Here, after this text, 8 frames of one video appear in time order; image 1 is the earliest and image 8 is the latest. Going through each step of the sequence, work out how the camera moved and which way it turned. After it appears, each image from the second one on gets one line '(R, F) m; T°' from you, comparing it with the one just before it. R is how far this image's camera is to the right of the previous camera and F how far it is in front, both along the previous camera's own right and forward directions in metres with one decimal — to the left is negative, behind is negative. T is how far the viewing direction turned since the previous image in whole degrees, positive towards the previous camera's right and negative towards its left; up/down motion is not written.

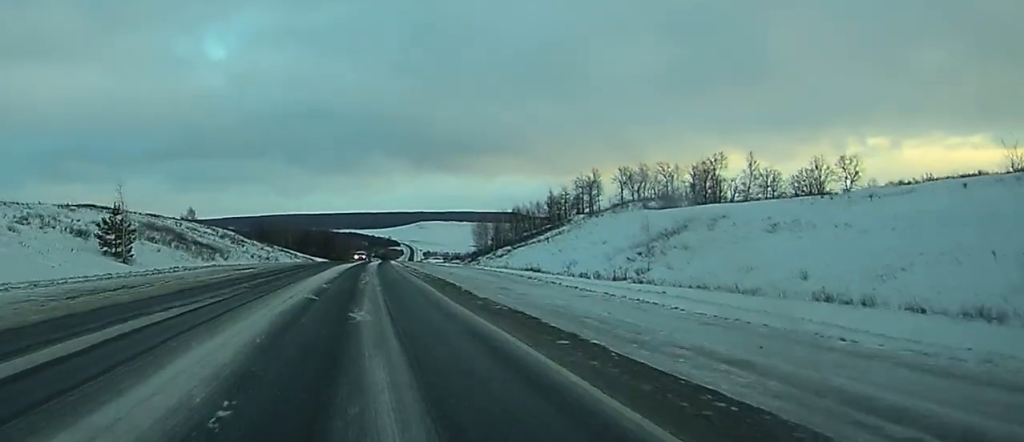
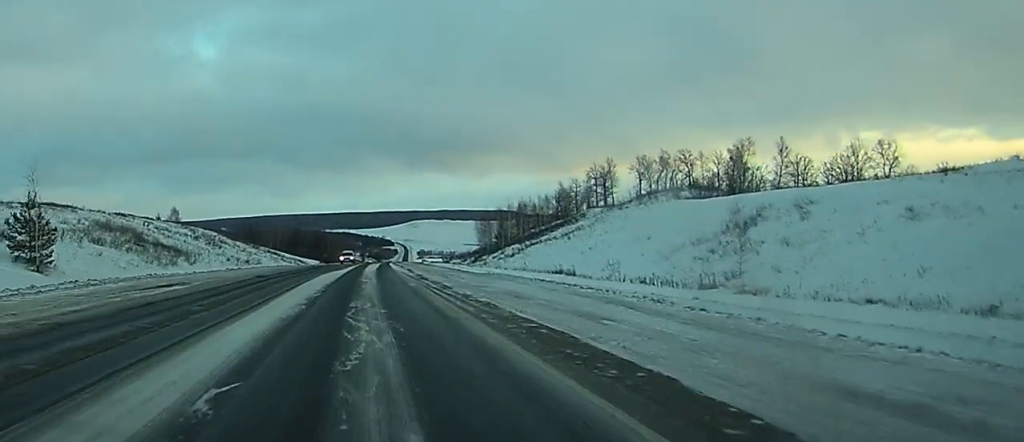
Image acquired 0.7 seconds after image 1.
(+0.1, +19.7) m; +1°
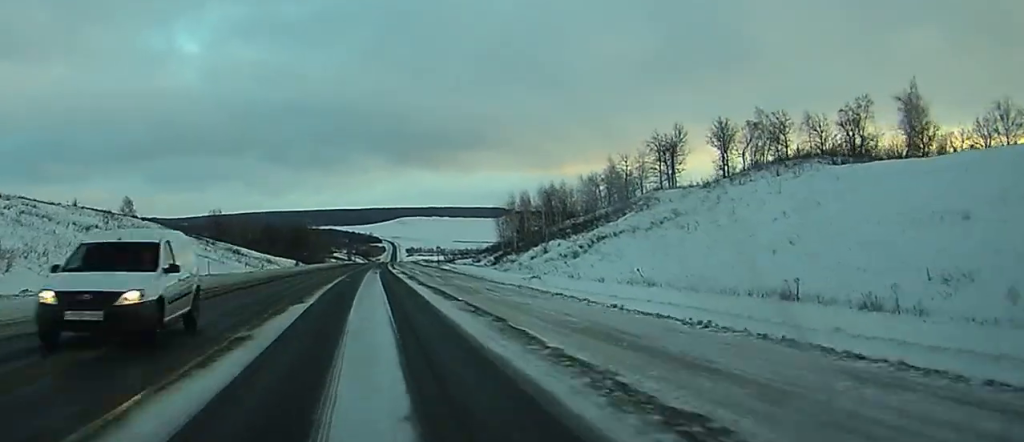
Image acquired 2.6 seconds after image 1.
(+0.6, +52.5) m; +1°
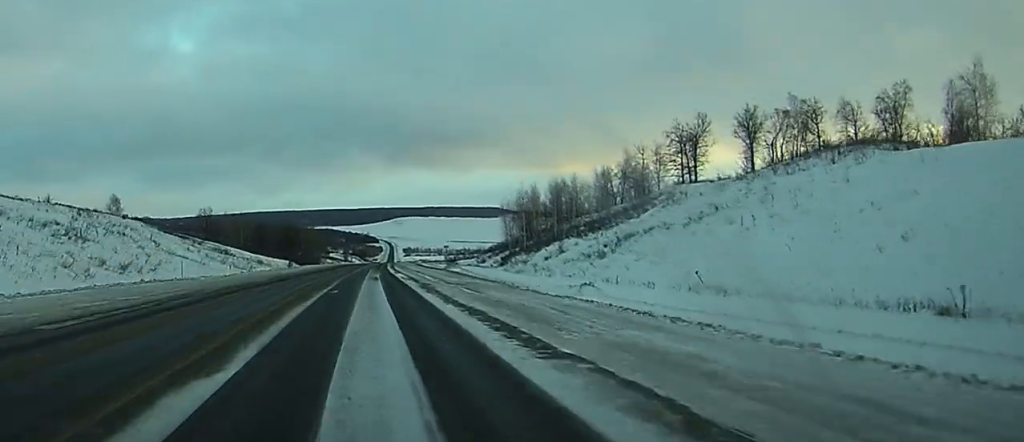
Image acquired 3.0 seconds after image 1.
(+0.1, +12.2) m; 0°
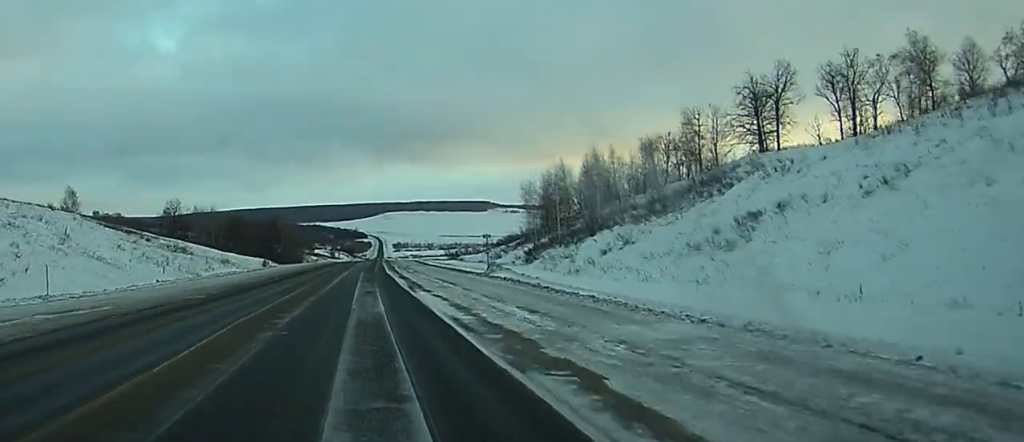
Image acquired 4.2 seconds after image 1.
(0.0, +32.9) m; 0°
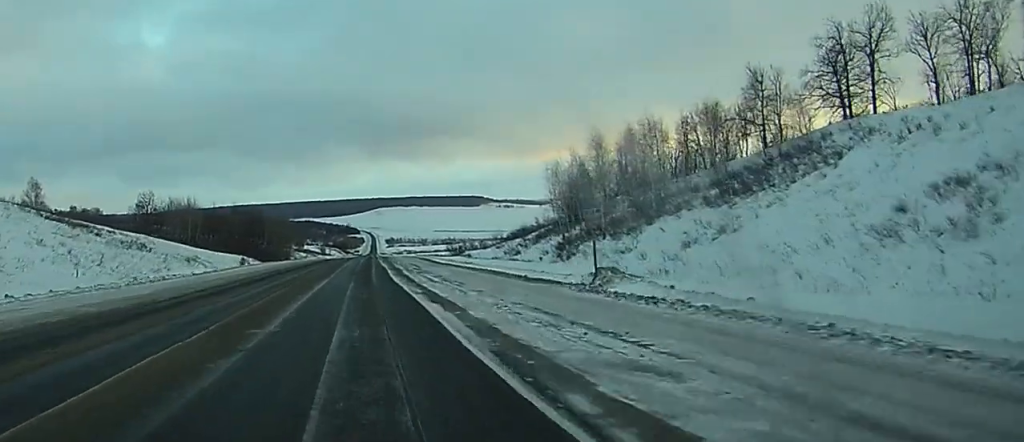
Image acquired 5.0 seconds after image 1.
(+0.1, +23.6) m; +1°
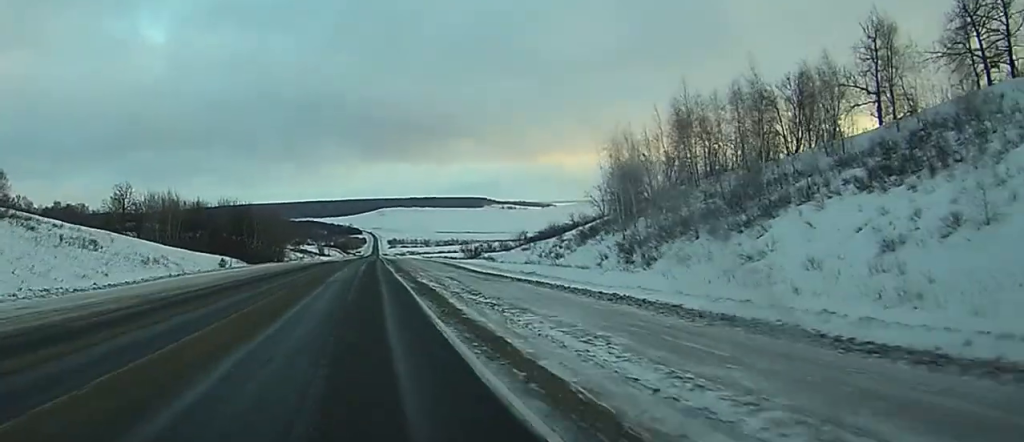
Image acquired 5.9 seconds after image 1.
(+0.2, +24.8) m; +1°
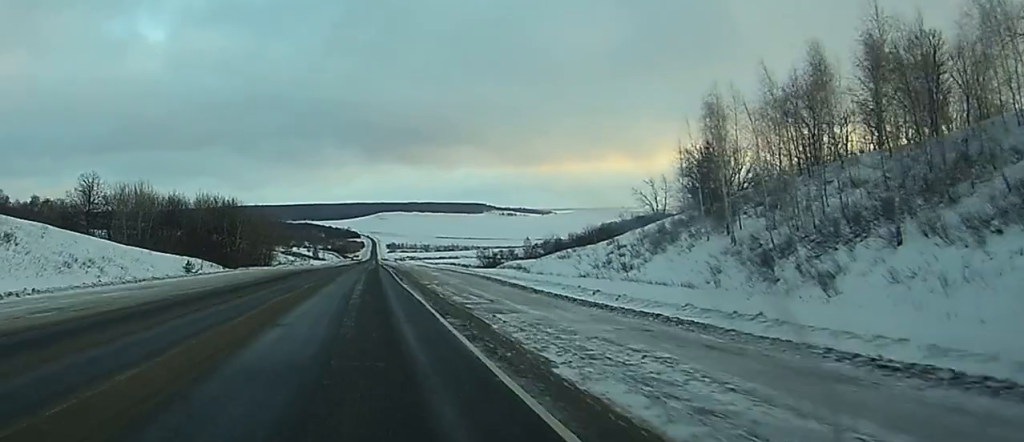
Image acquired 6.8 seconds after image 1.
(+0.1, +25.9) m; 0°
